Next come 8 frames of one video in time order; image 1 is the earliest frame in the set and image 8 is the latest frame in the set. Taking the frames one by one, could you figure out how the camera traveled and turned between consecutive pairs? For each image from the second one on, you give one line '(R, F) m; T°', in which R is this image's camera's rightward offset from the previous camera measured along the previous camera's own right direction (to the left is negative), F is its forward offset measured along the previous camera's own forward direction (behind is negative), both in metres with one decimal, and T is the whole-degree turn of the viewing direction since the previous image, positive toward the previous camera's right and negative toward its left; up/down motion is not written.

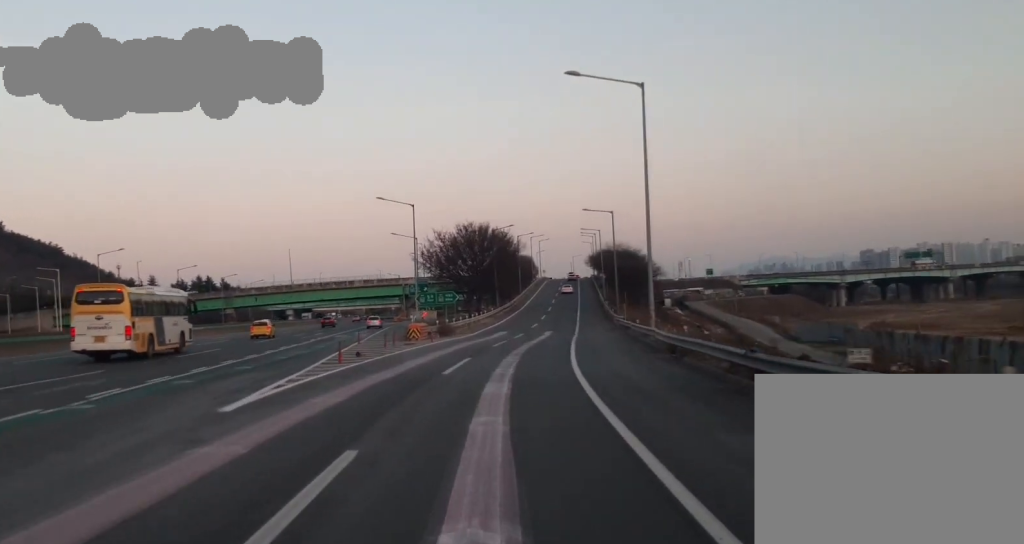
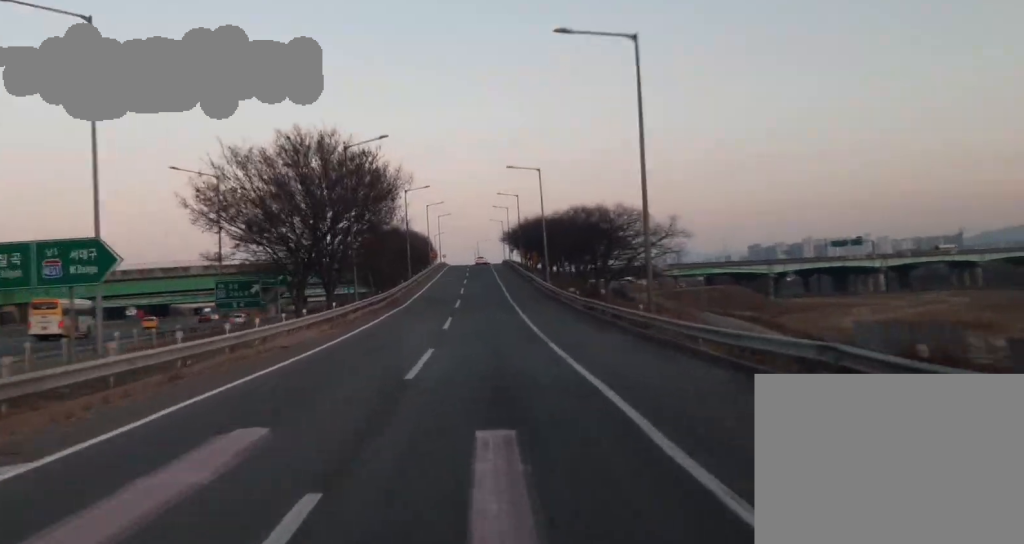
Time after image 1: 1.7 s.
(0.0, +56.5) m; 0°
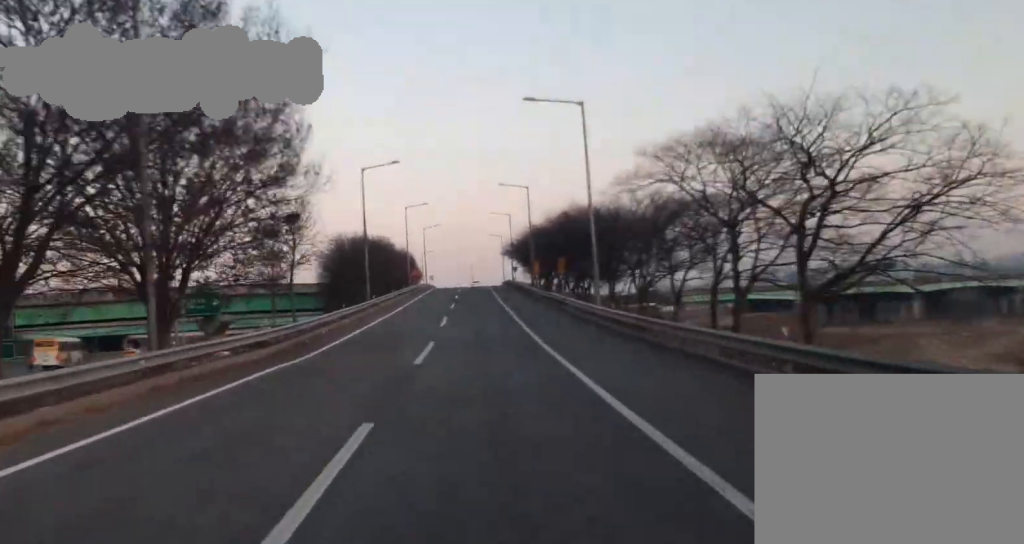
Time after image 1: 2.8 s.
(0.0, +33.4) m; +2°
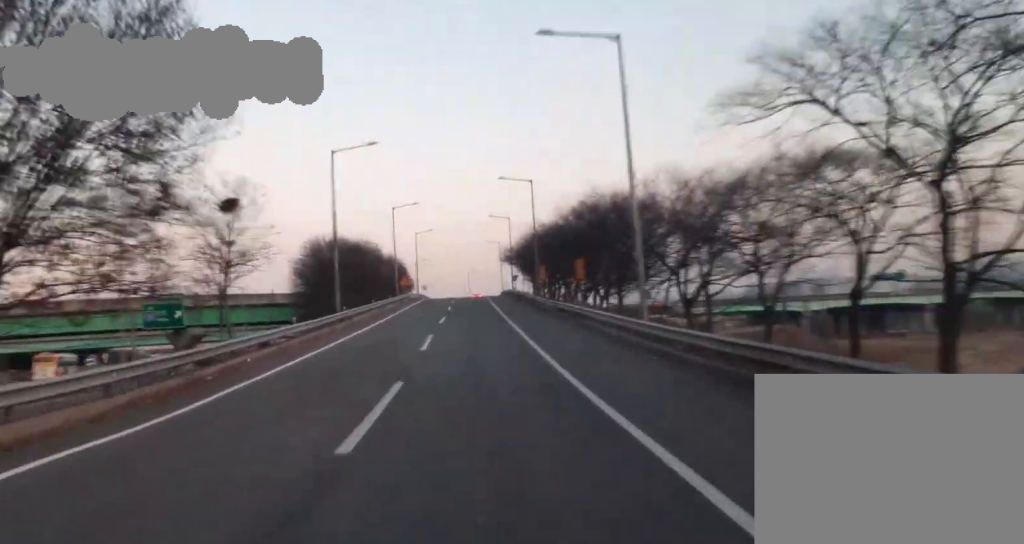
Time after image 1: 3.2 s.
(-0.3, +13.3) m; +2°
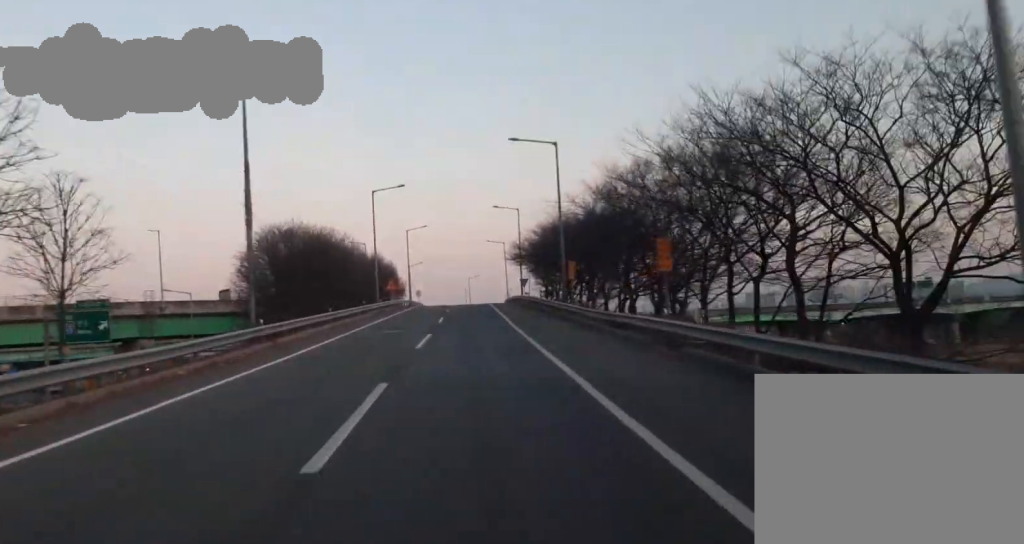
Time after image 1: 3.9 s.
(+1.0, +21.0) m; +2°
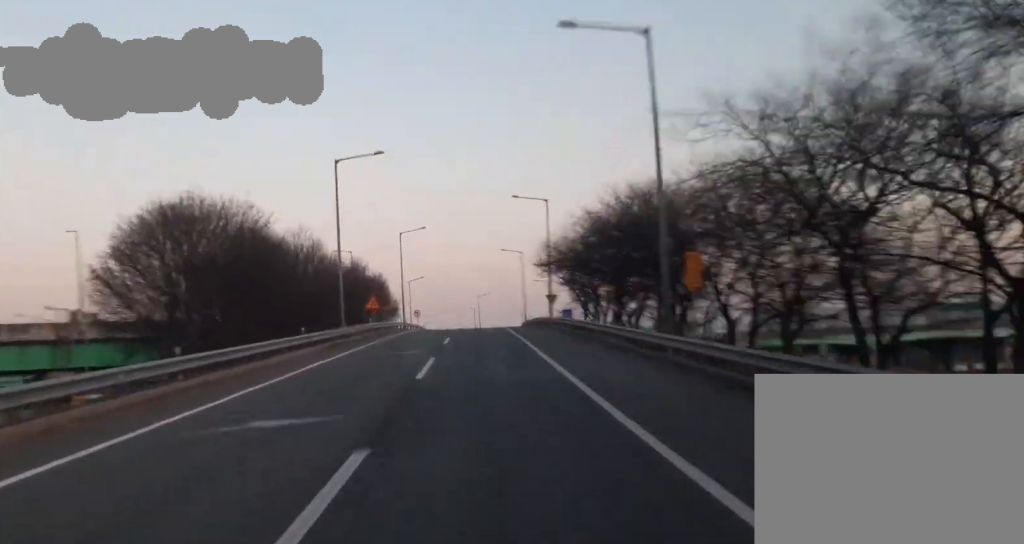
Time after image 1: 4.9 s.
(+0.7, +27.3) m; +1°
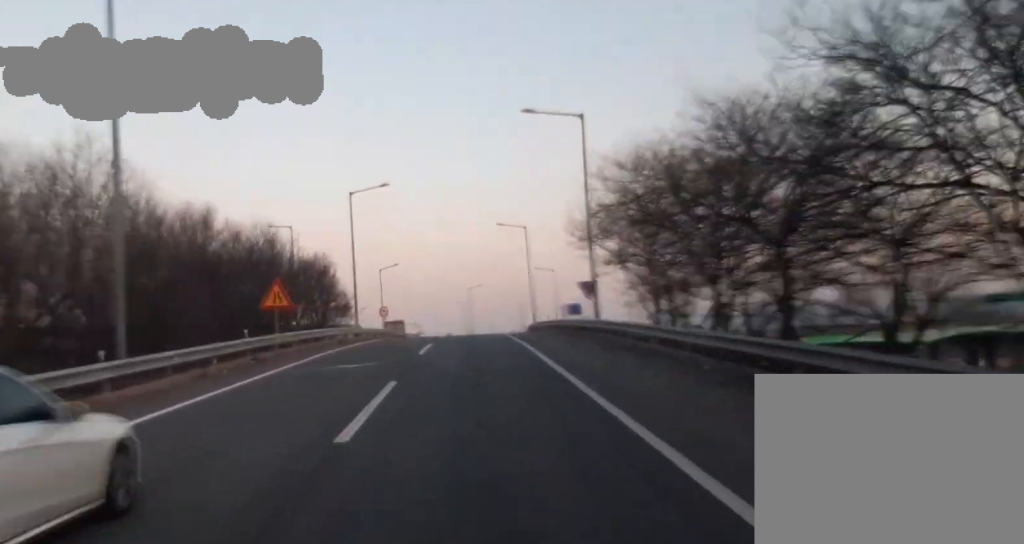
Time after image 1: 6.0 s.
(-0.3, +32.5) m; 0°
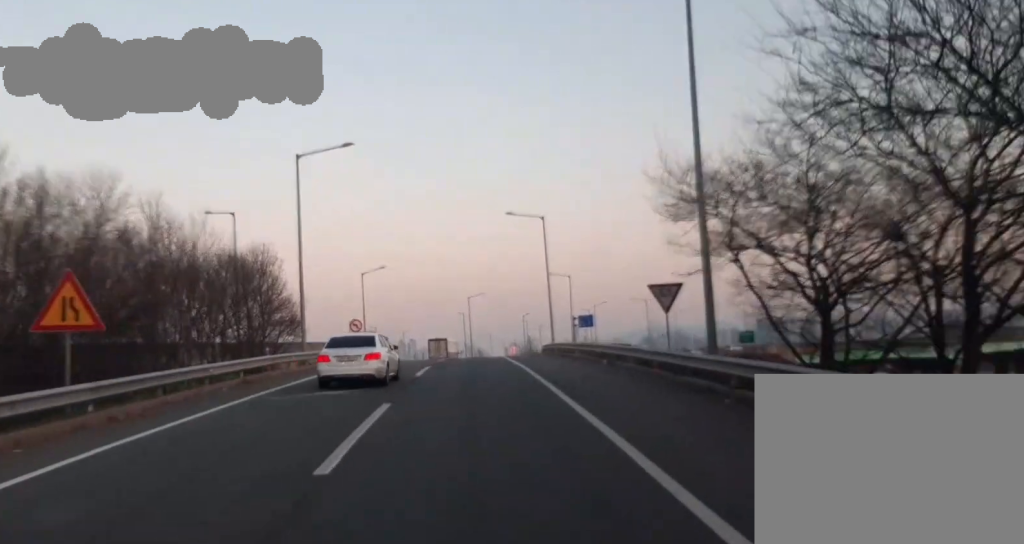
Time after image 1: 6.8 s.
(0.0, +21.0) m; 0°
